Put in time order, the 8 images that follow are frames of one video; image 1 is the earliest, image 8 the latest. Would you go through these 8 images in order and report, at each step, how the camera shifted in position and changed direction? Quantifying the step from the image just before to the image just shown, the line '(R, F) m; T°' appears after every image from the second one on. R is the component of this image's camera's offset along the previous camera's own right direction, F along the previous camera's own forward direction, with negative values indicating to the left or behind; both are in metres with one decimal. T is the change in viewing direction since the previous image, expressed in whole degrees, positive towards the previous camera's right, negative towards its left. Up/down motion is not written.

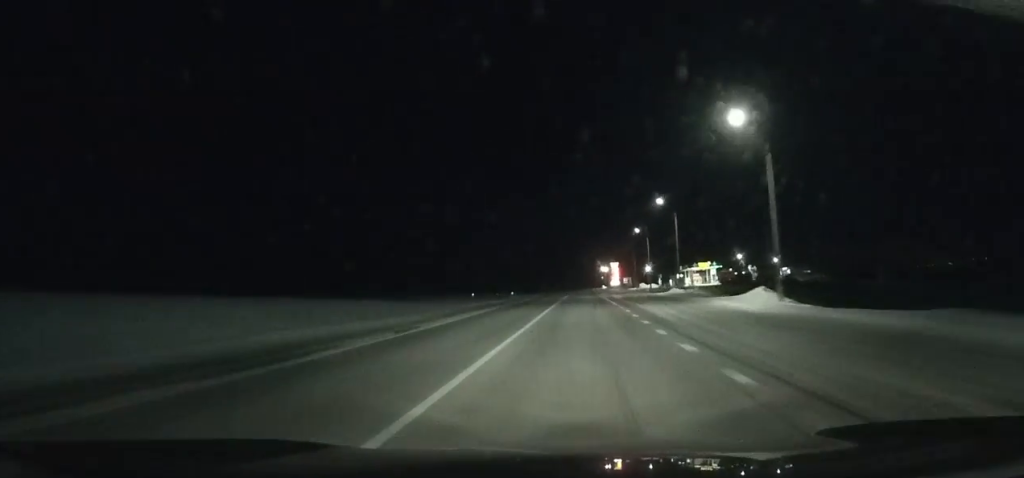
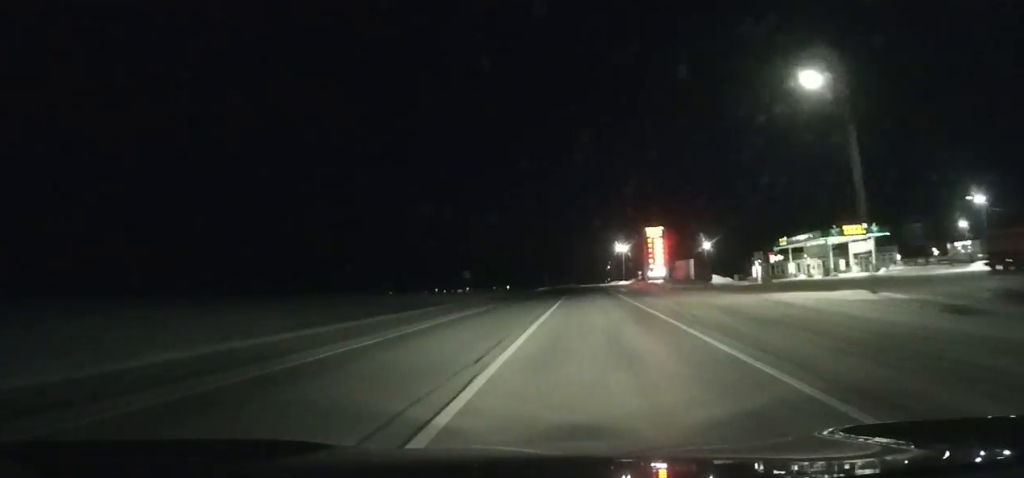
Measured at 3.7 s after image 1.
(+0.8, +104.4) m; +1°
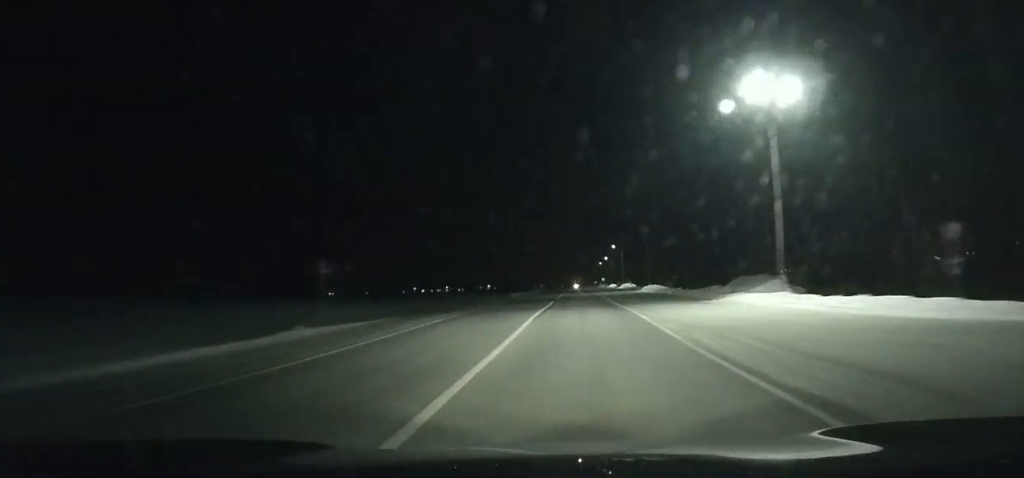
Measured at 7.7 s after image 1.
(+1.5, +108.5) m; +1°
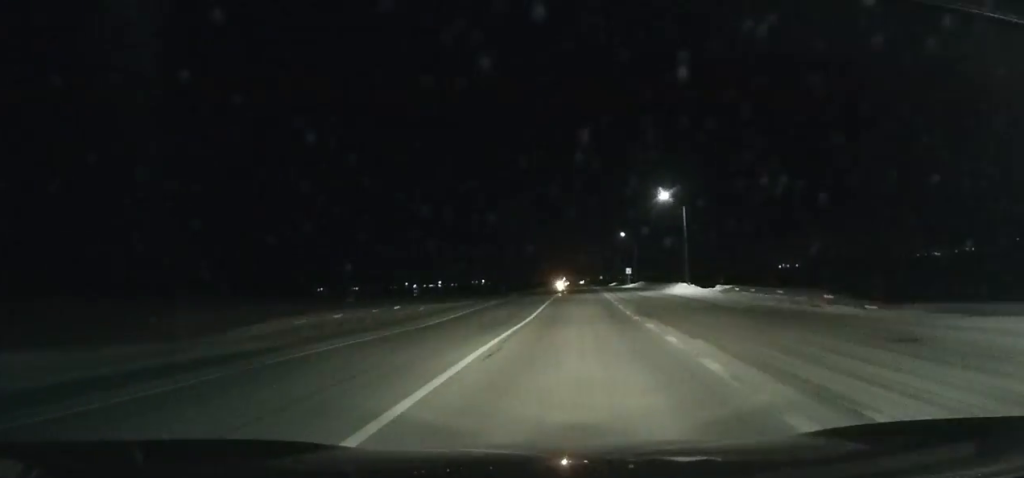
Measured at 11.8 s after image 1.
(+0.5, +106.6) m; +1°
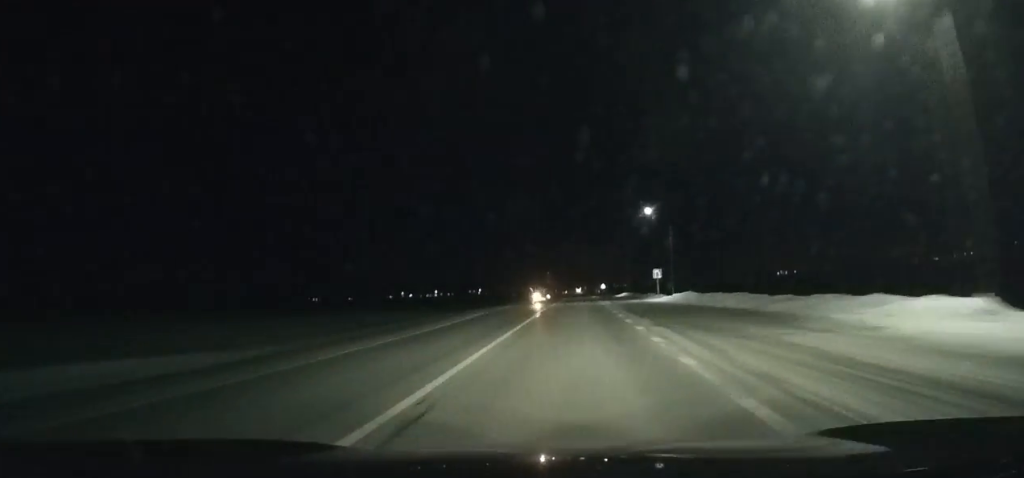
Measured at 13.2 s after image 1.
(+0.1, +35.2) m; 0°
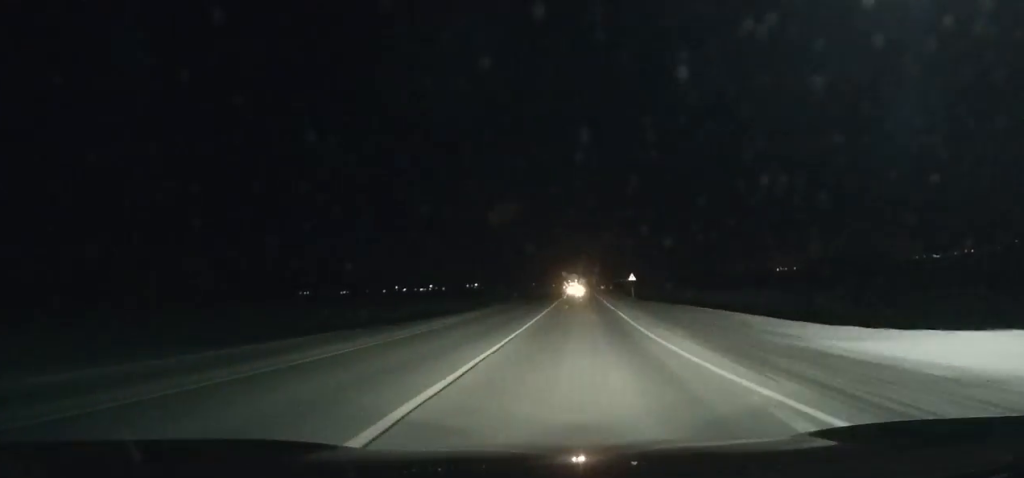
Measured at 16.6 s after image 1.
(+0.3, +84.6) m; 0°
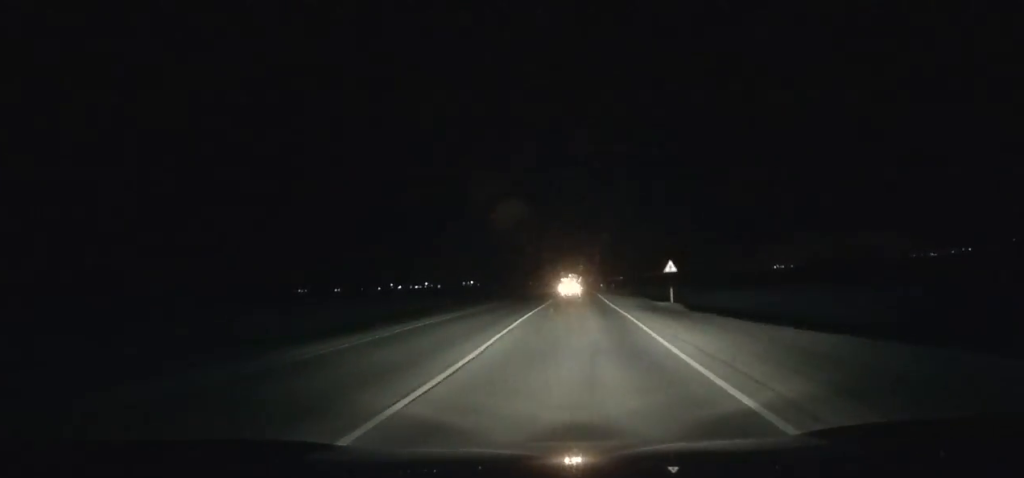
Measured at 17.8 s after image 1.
(0.0, +29.7) m; 0°
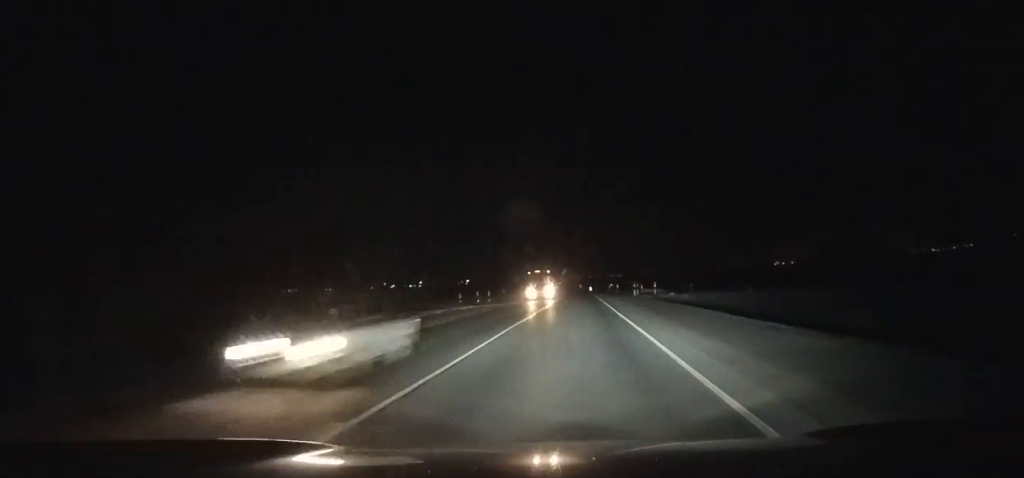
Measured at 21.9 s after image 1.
(-0.1, +101.0) m; 0°
